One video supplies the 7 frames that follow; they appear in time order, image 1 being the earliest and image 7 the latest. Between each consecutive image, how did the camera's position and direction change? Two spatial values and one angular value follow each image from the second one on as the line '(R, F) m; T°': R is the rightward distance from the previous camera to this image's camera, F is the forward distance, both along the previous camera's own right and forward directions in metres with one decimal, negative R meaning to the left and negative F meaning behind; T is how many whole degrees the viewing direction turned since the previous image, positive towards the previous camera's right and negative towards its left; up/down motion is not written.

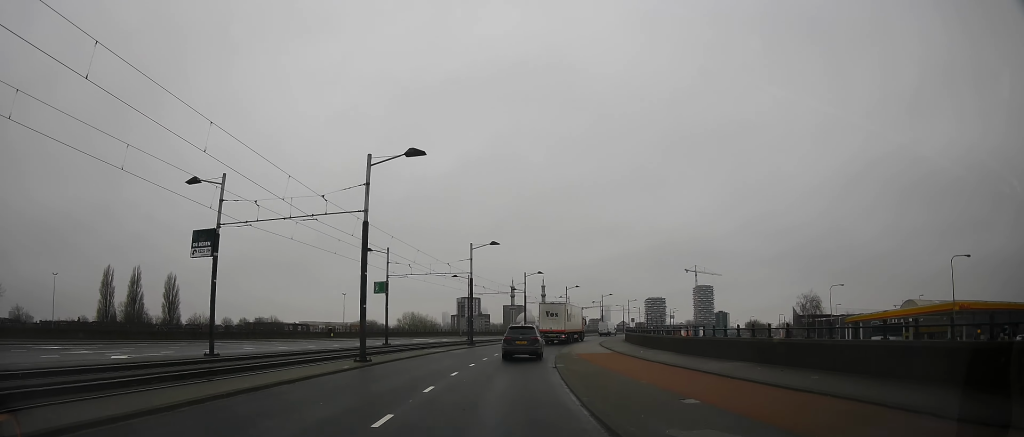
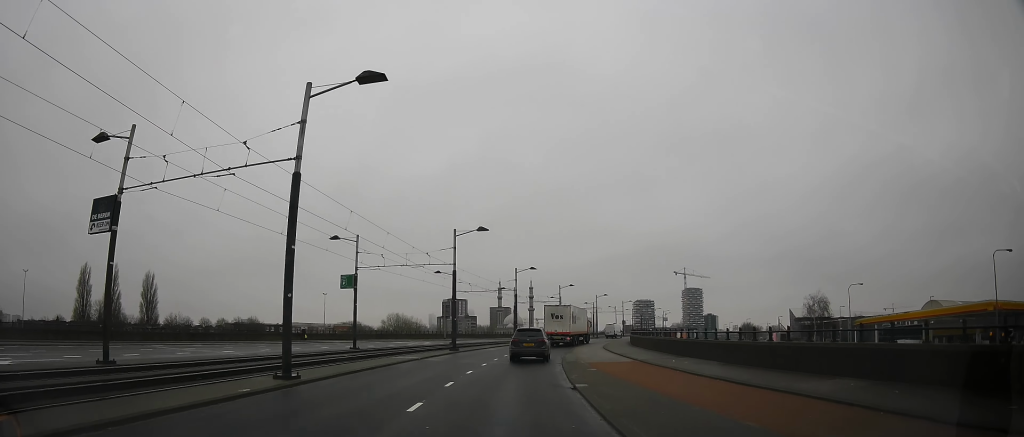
(0.0, +6.3) m; 0°
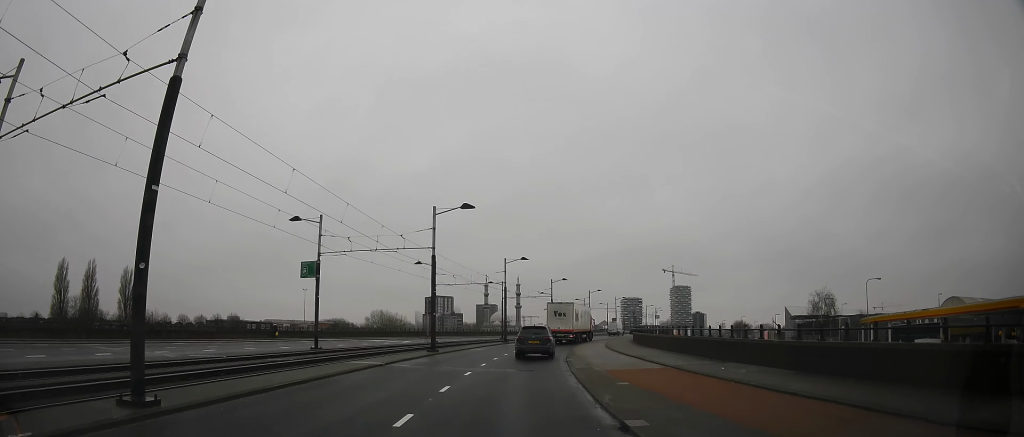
(0.0, +5.5) m; 0°
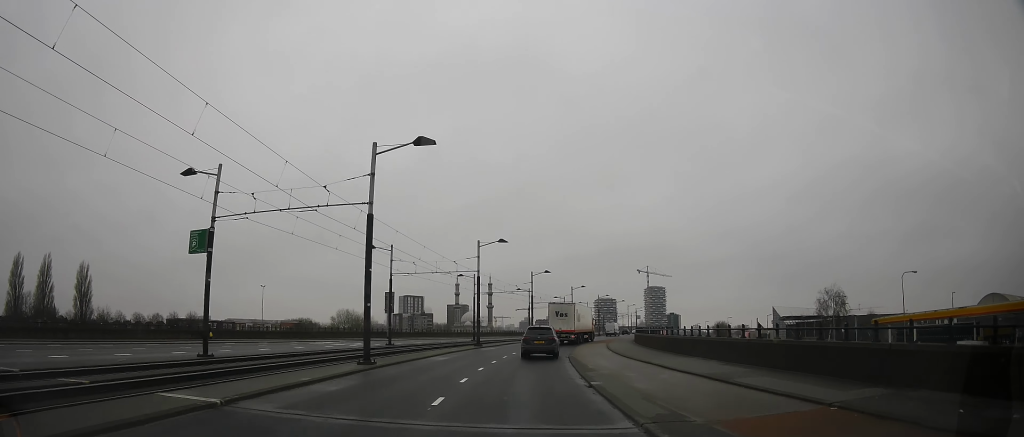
(0.0, +9.8) m; 0°
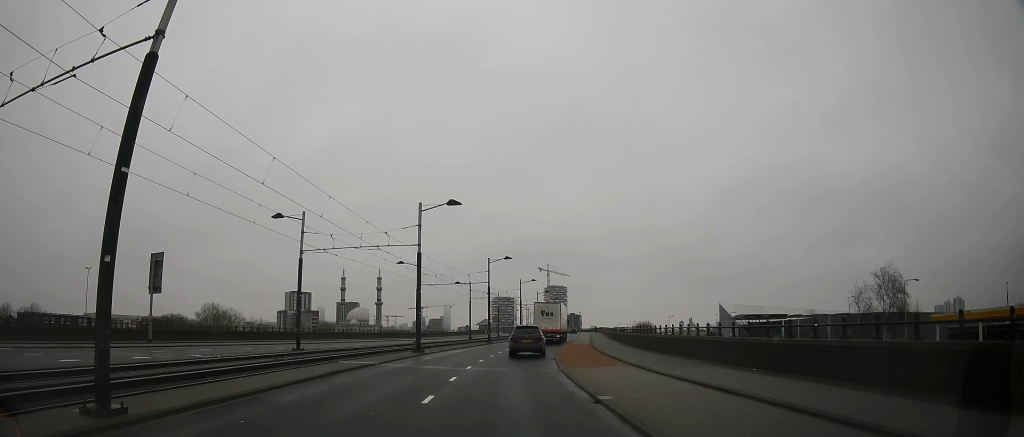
(0.0, +31.5) m; 0°
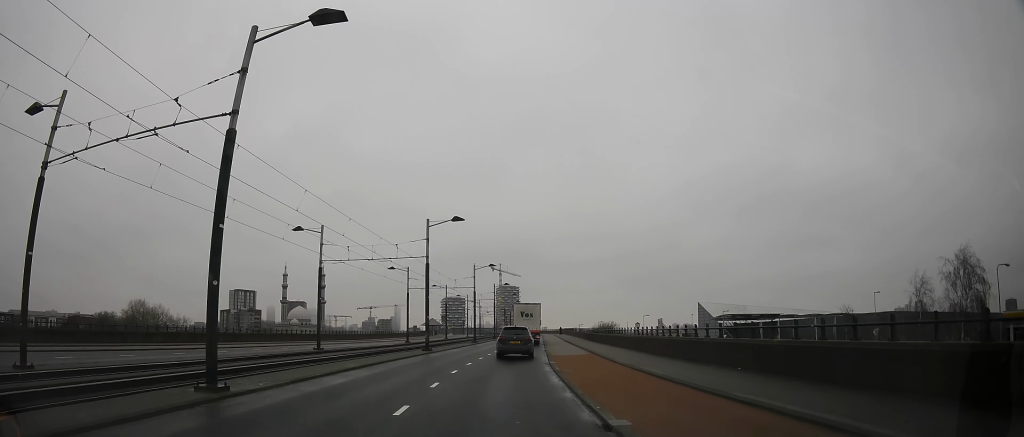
(0.0, +17.0) m; 0°
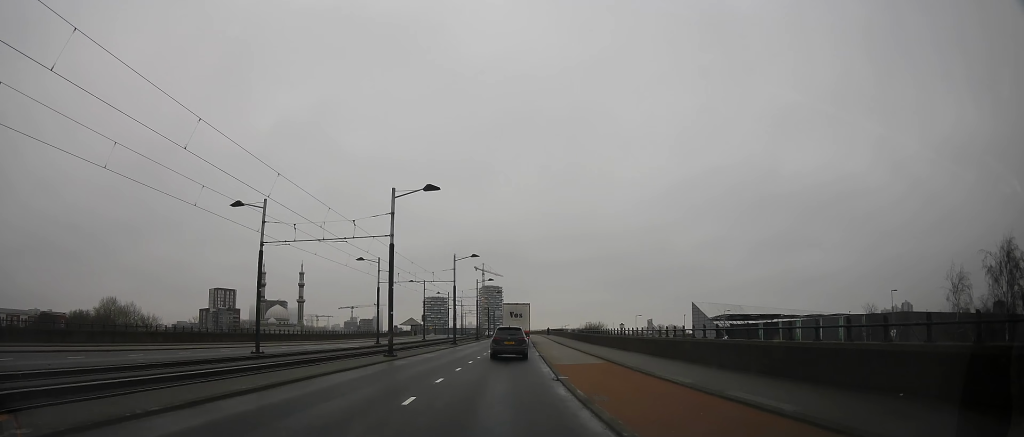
(0.0, +6.8) m; 0°
